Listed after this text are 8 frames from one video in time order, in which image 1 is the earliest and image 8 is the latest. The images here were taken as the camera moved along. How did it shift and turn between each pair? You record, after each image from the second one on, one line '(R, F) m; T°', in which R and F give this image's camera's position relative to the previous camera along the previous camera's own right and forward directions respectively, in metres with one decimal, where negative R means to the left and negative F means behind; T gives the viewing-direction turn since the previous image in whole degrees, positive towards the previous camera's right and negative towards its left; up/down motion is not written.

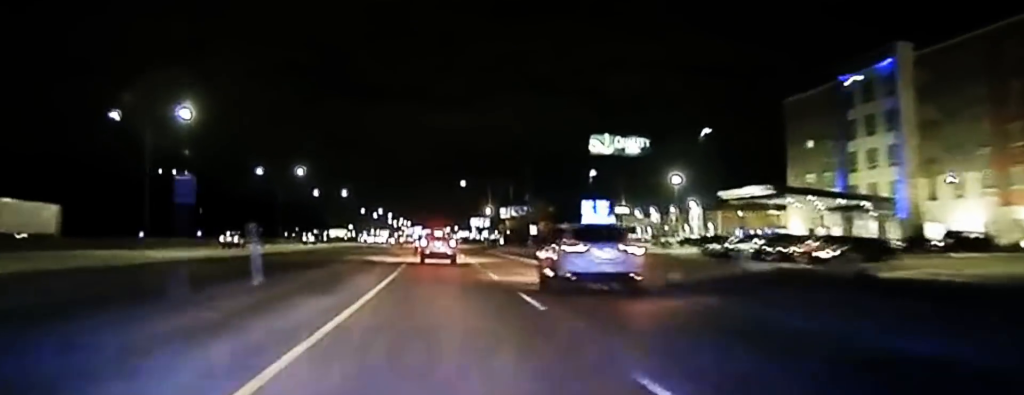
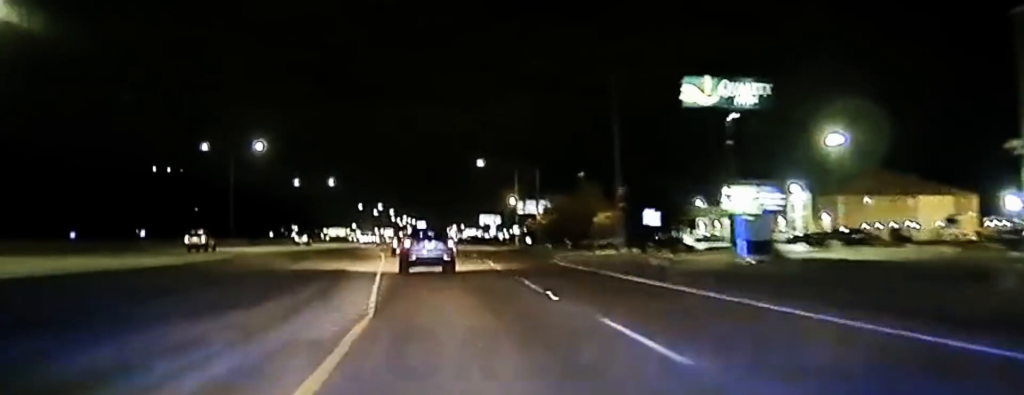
(-0.5, +39.1) m; -2°
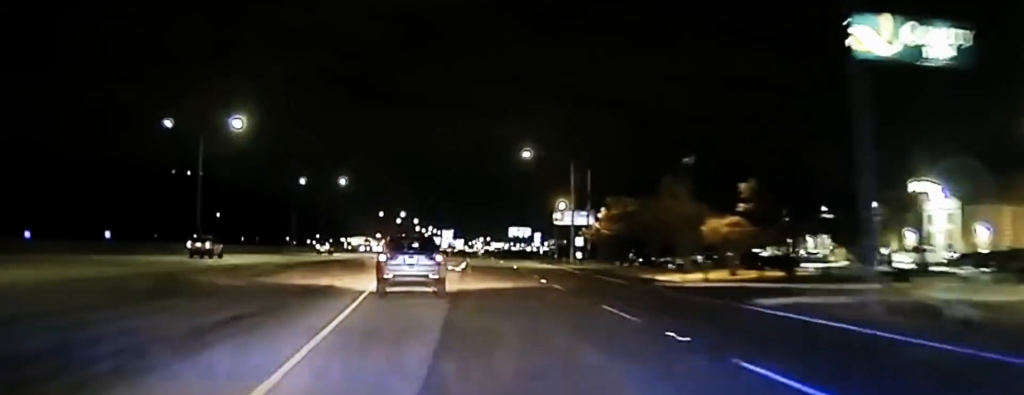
(-0.5, +26.9) m; -1°
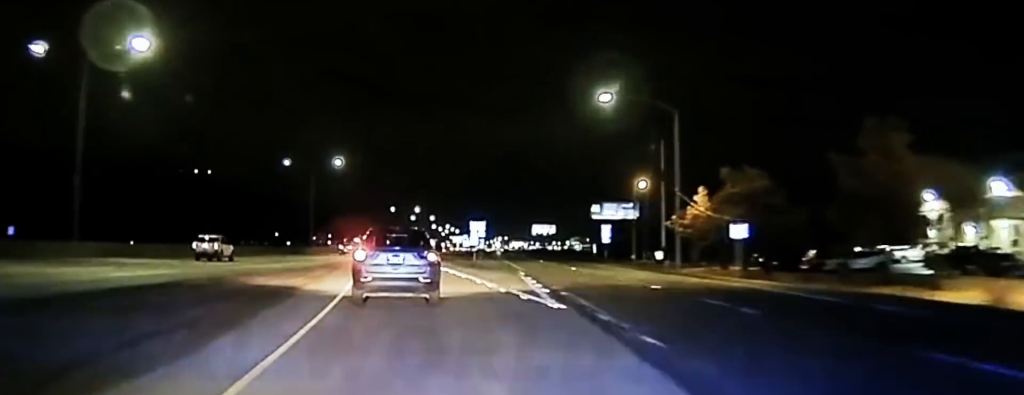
(-0.2, +33.4) m; -1°
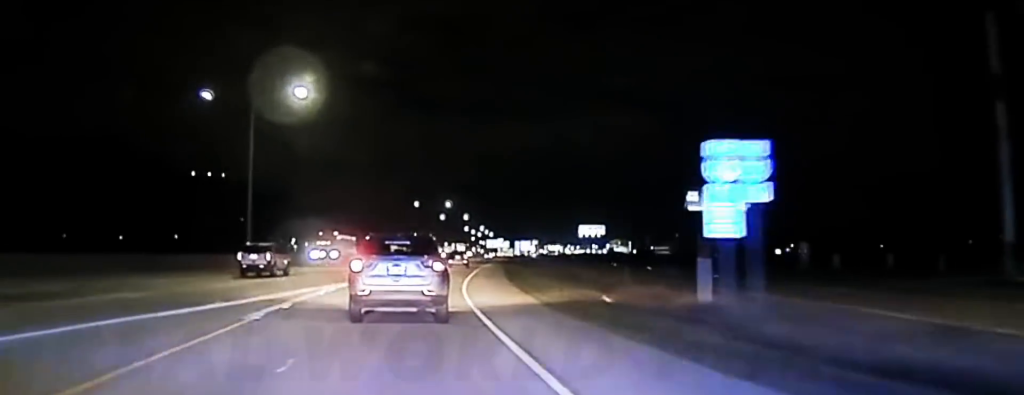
(-0.3, +64.6) m; +1°
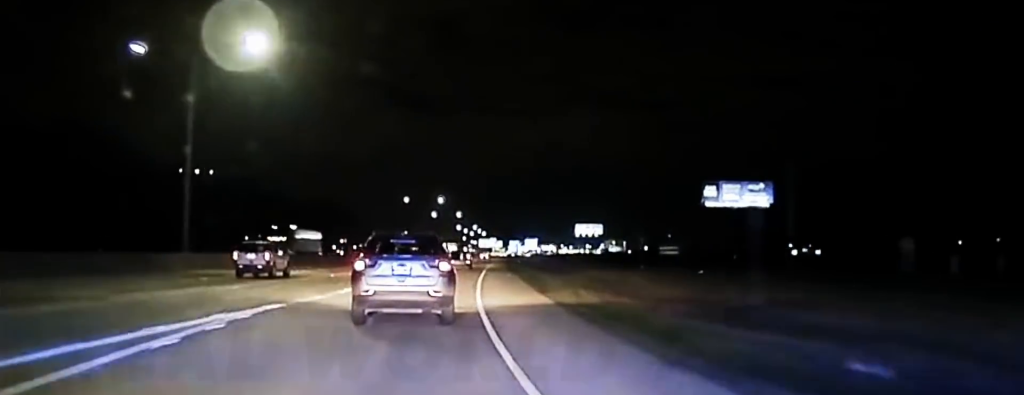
(+0.2, +16.9) m; 0°
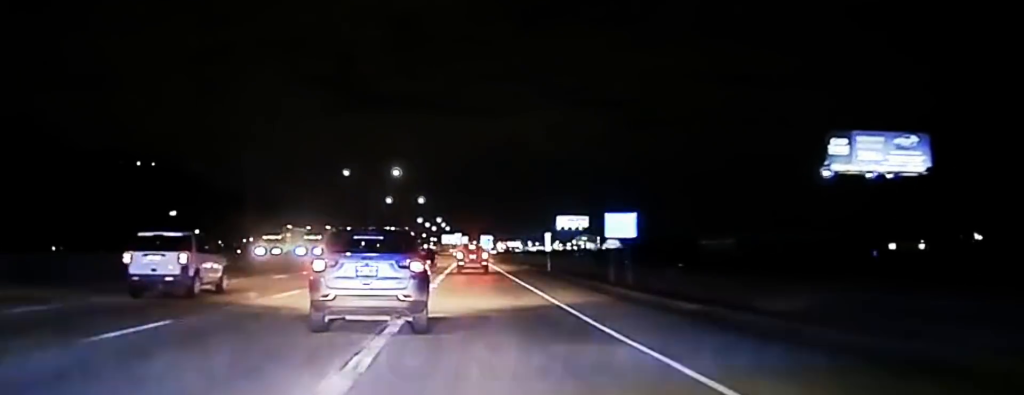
(+0.8, +65.4) m; +1°
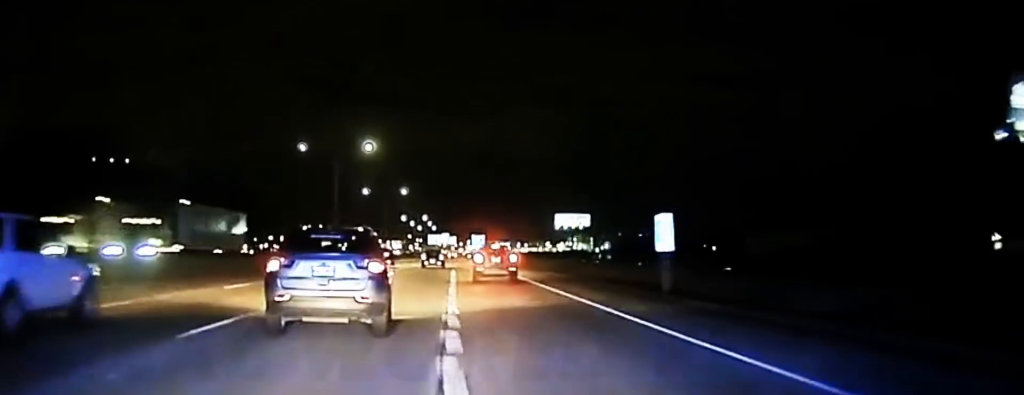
(+0.4, +35.8) m; 0°
